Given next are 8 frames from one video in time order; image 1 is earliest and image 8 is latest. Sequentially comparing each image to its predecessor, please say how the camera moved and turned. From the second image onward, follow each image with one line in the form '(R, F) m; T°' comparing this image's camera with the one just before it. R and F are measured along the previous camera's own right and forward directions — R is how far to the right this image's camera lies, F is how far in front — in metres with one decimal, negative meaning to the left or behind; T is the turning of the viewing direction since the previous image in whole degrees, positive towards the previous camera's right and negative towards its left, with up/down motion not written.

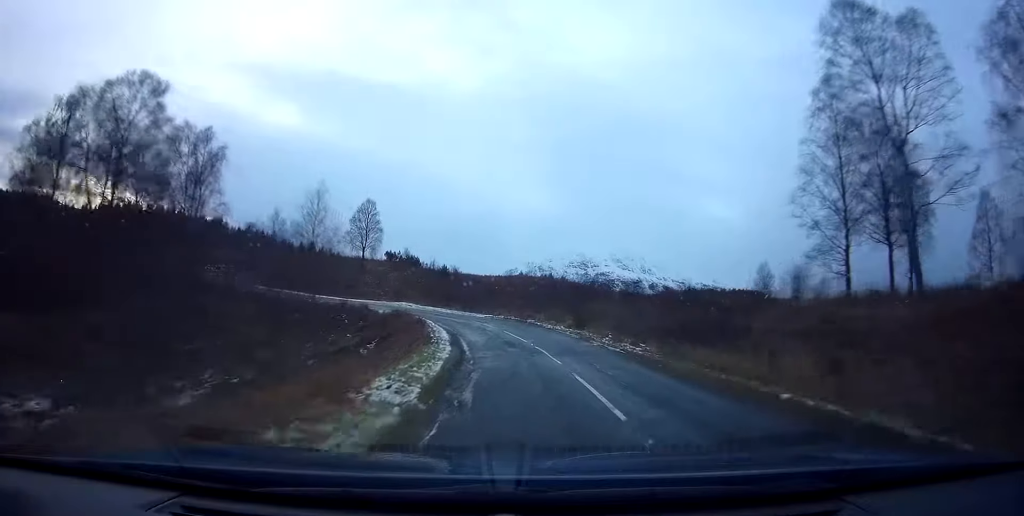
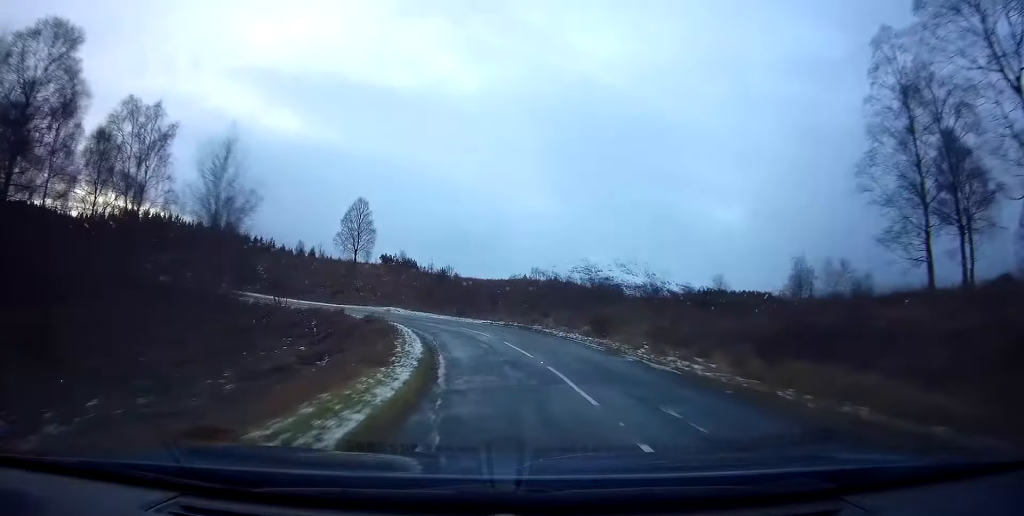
(-0.1, +6.5) m; -2°
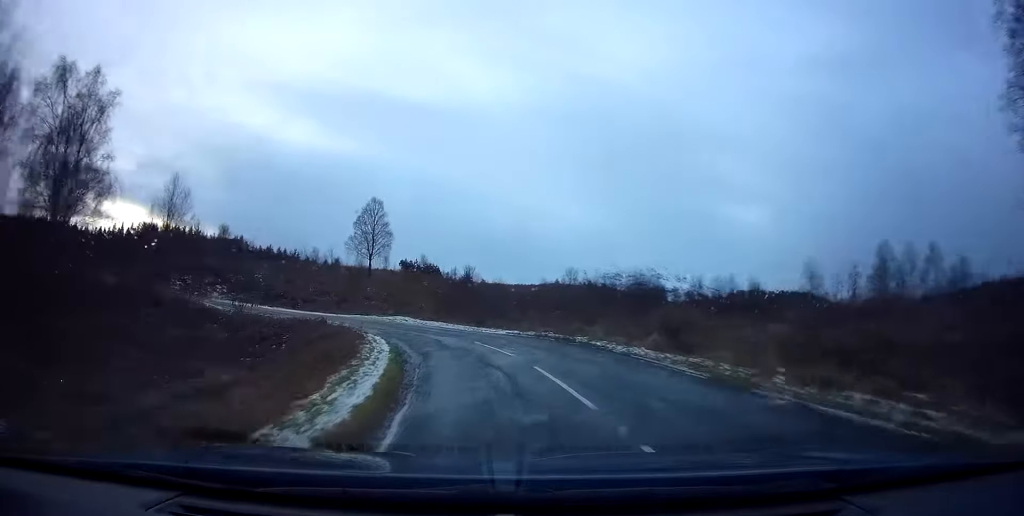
(-0.1, +7.8) m; 0°
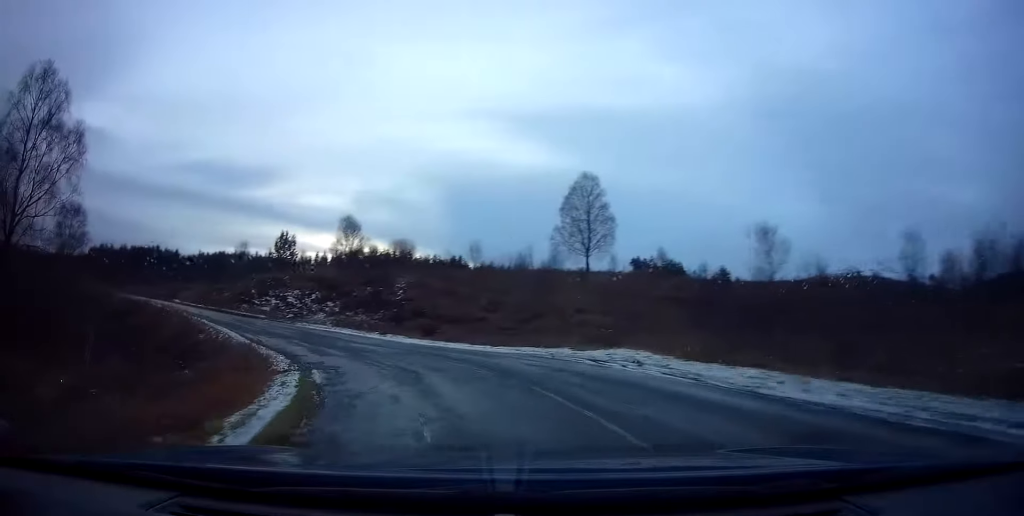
(-4.1, +22.0) m; -27°
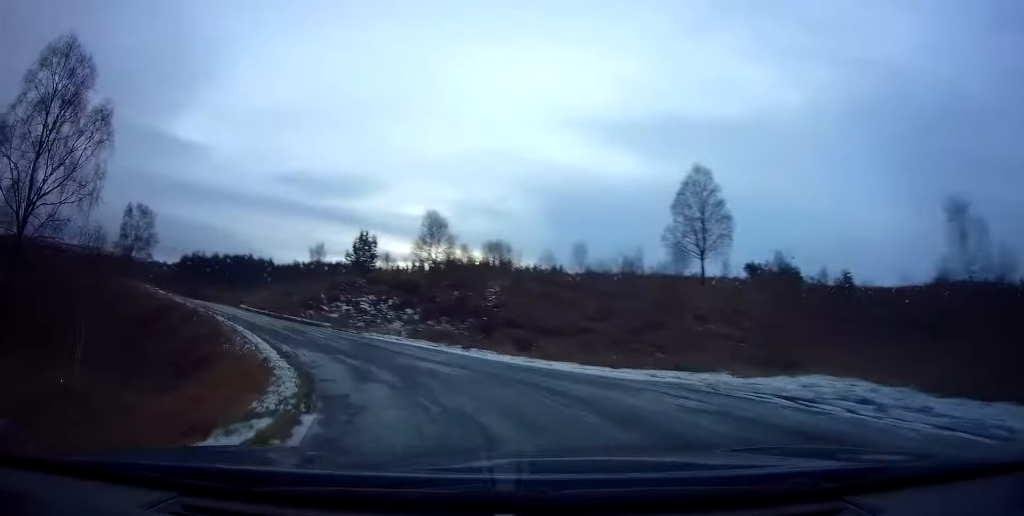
(0.0, +5.6) m; -10°
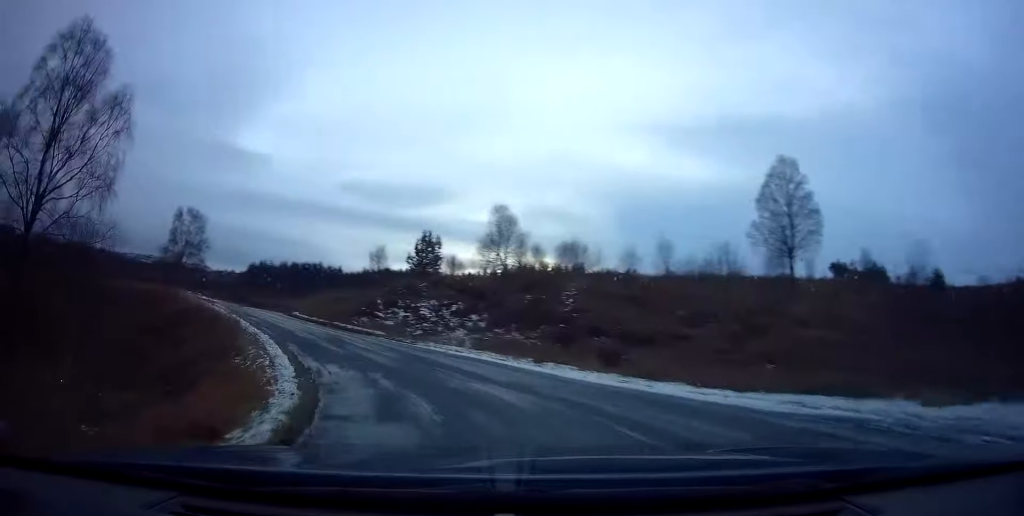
(-0.6, +3.6) m; -8°
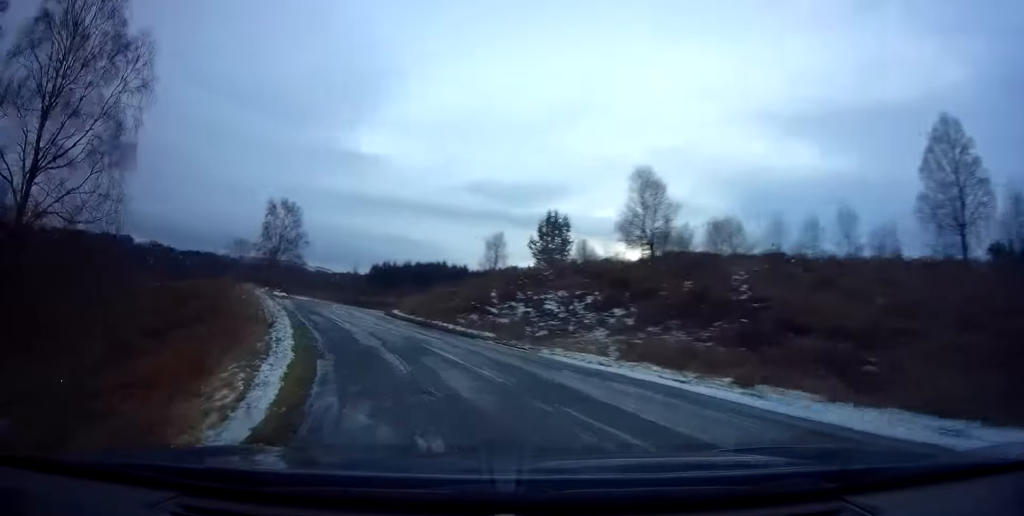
(-0.9, +6.8) m; -14°
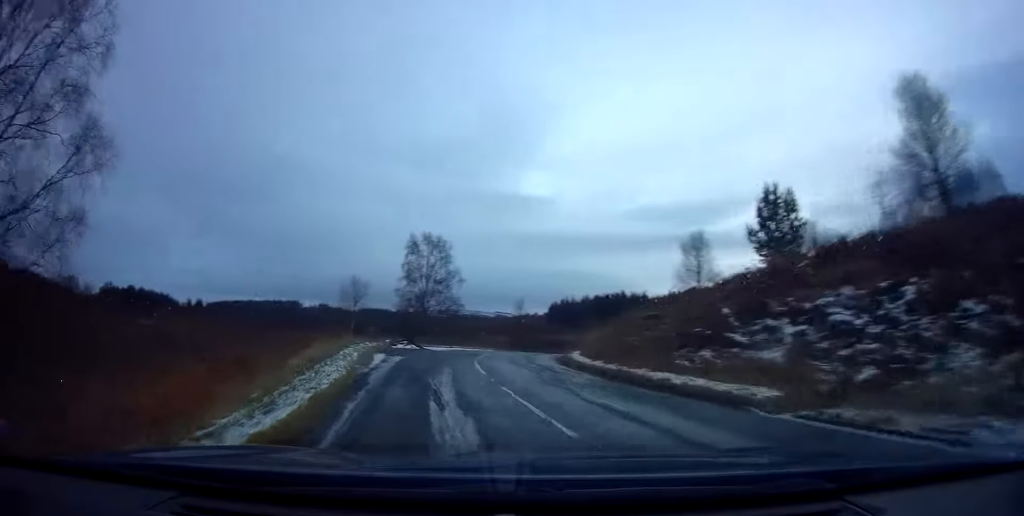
(-1.7, +9.8) m; -18°
